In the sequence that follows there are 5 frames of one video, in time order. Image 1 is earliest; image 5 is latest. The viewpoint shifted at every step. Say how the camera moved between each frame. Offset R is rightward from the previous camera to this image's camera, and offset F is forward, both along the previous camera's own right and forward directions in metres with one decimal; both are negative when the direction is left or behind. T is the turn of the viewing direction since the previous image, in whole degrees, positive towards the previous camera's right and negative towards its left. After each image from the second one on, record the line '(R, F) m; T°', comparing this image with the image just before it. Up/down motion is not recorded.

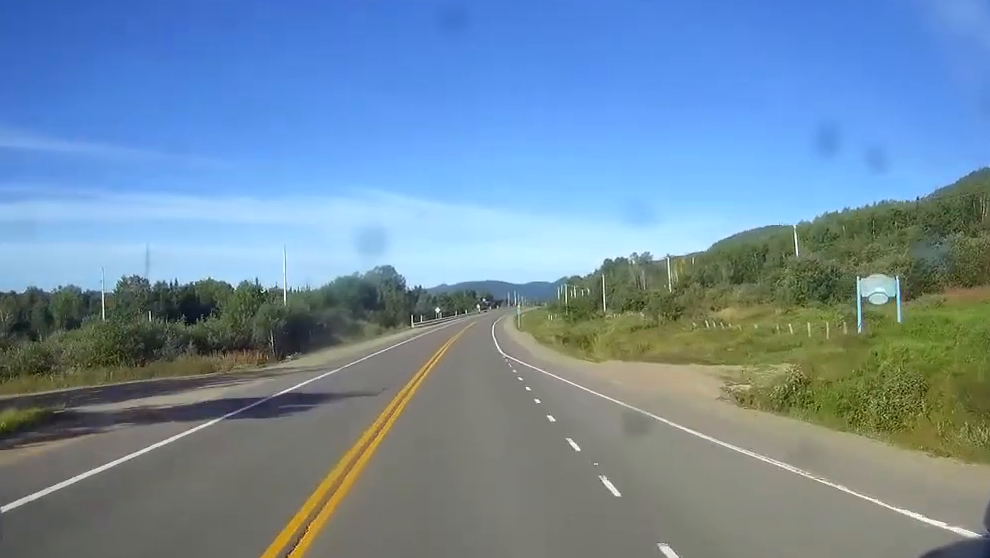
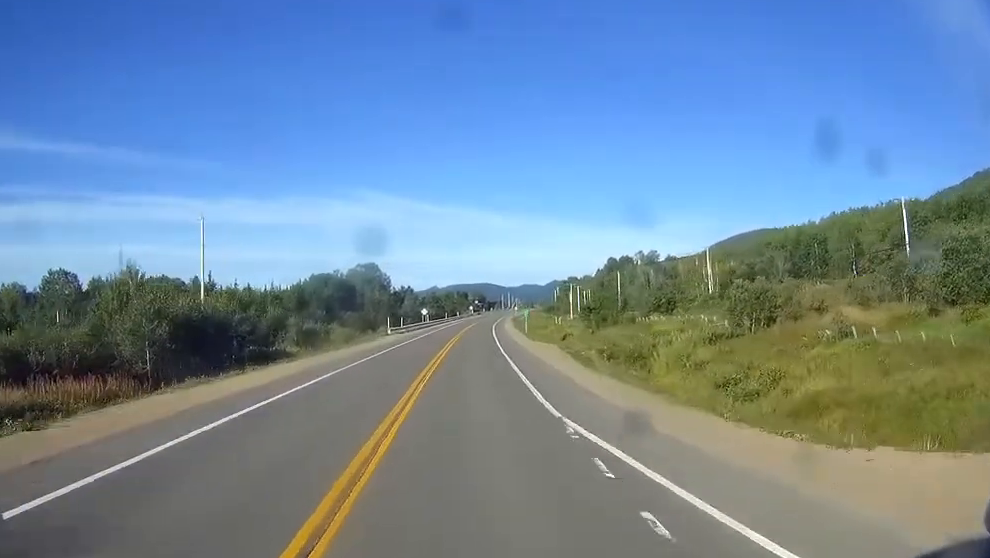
(+0.1, +30.6) m; 0°
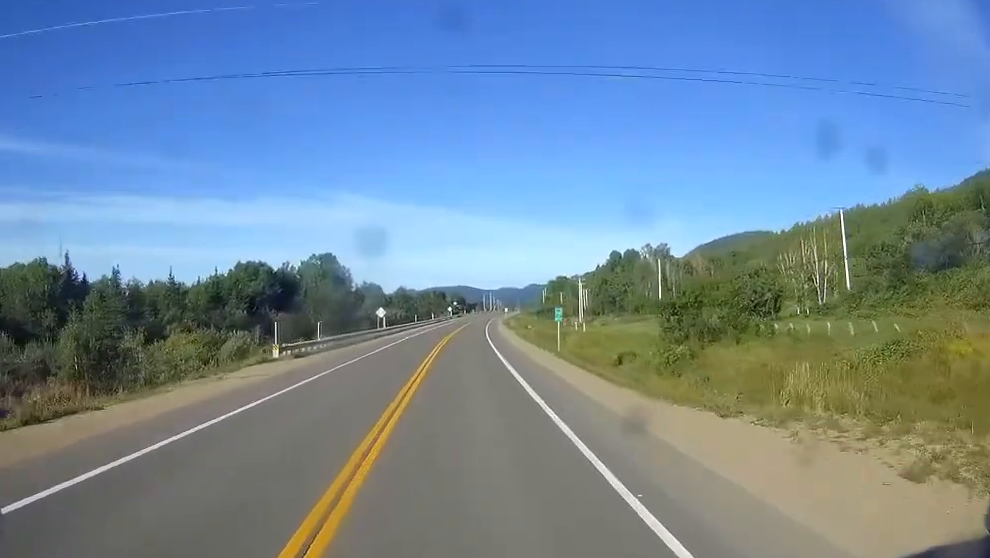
(+0.8, +53.7) m; +2°
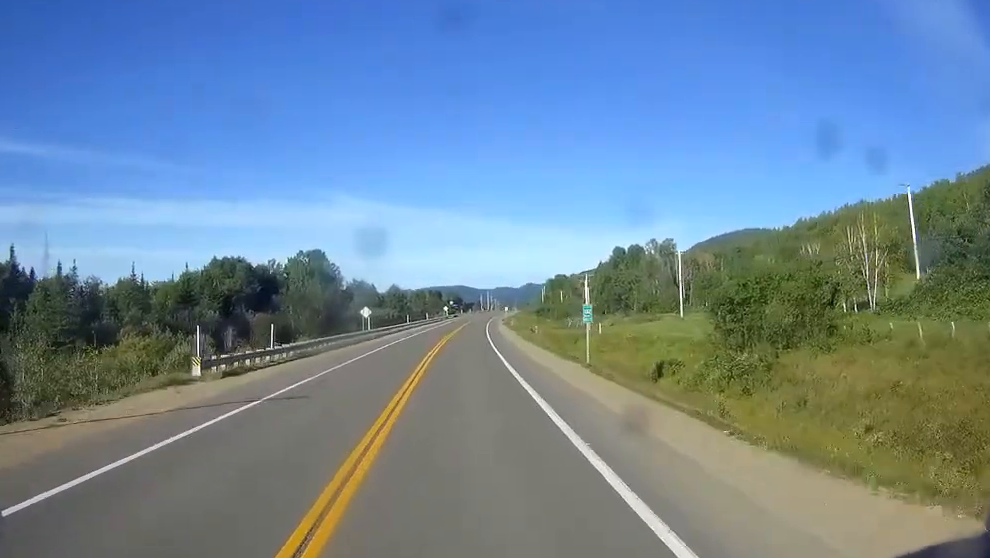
(0.0, +13.9) m; 0°
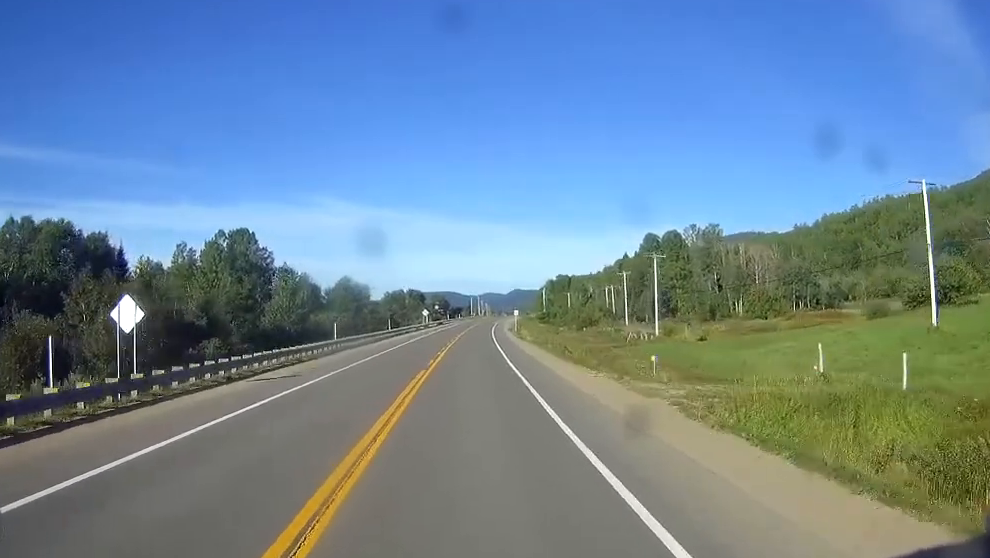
(+1.0, +66.3) m; +2°
